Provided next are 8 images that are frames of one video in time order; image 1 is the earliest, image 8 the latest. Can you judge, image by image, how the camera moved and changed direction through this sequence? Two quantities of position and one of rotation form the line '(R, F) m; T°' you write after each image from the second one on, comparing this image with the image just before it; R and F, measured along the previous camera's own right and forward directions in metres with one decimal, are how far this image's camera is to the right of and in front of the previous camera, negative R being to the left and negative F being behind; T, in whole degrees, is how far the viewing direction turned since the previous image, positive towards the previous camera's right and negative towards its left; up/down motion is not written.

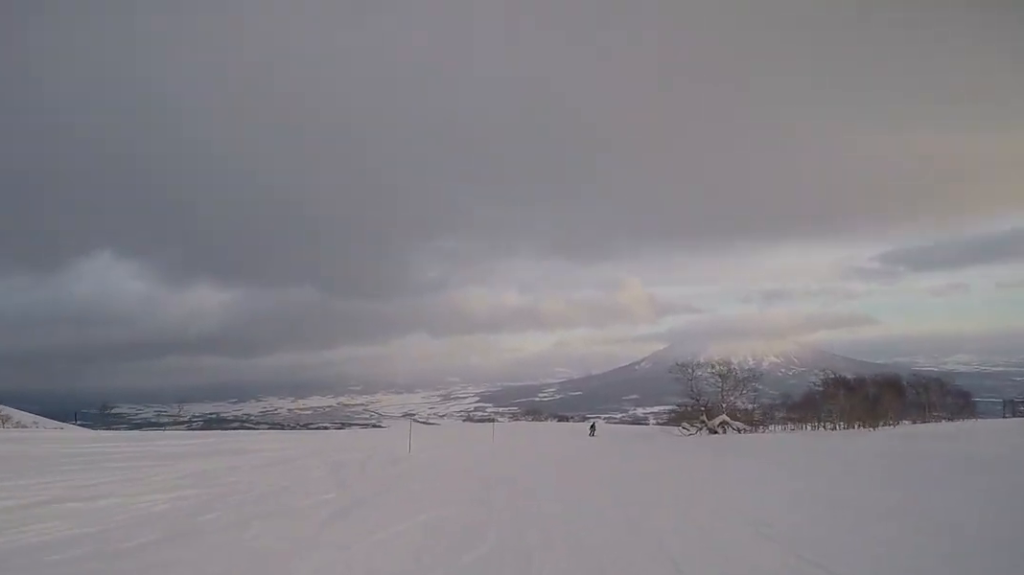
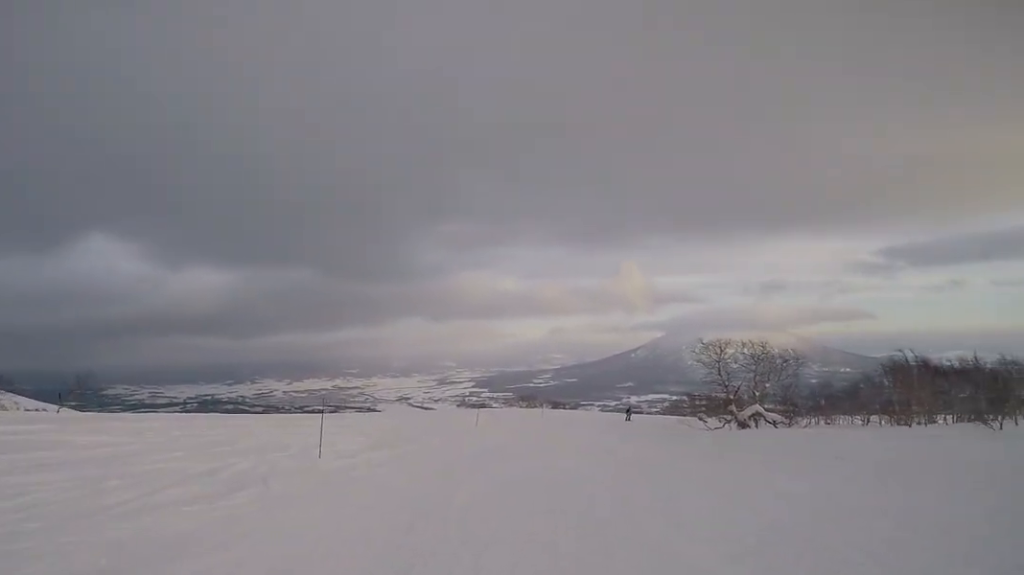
(0.0, +8.2) m; 0°
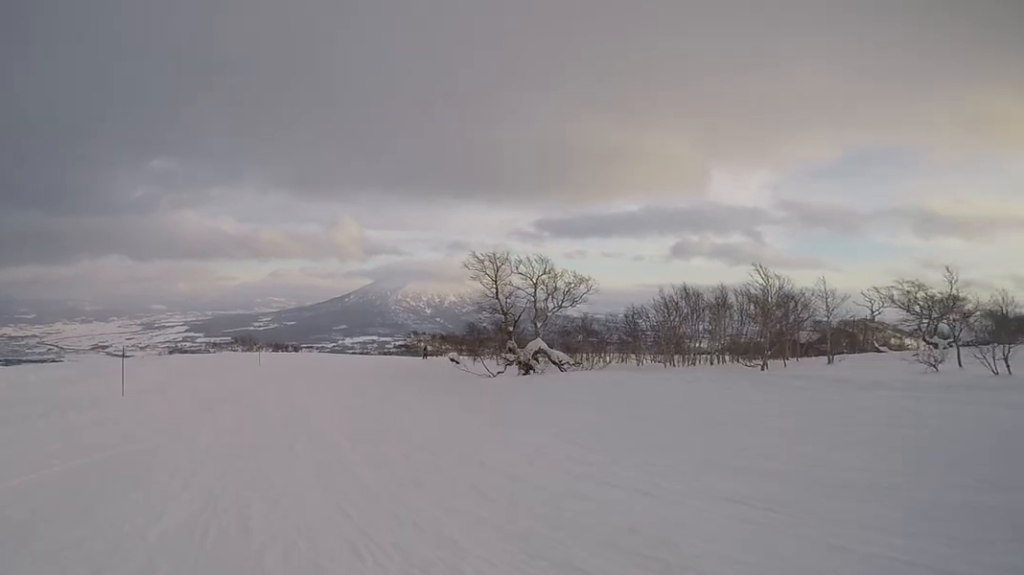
(+0.3, +15.1) m; +7°
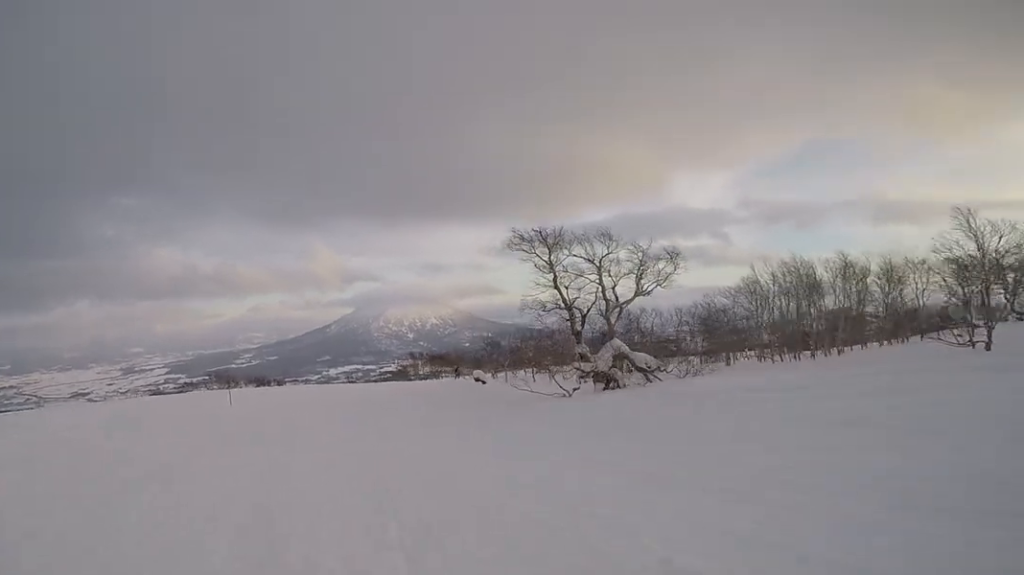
(+0.7, +7.7) m; +8°
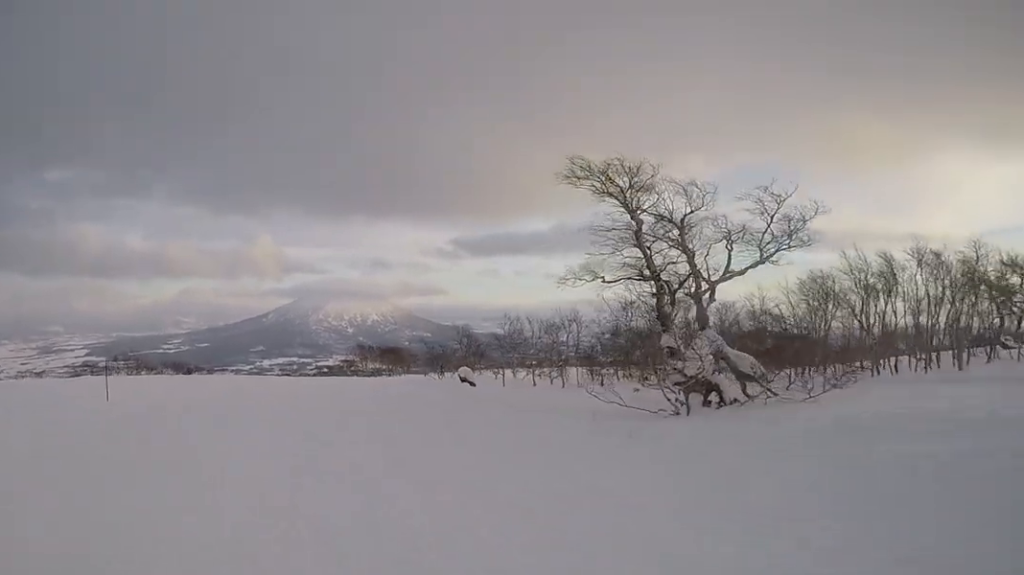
(+0.5, +7.7) m; +4°
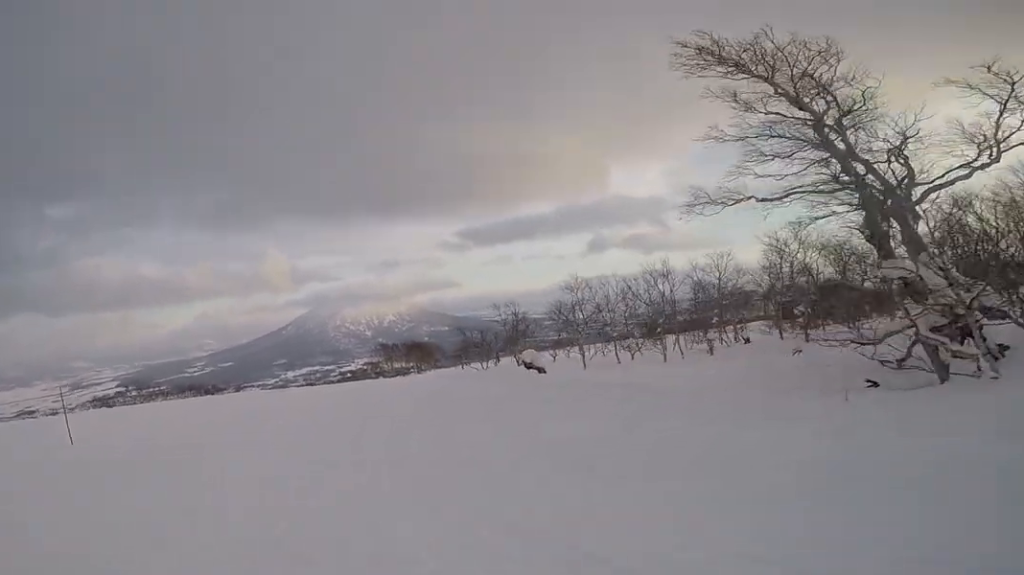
(0.0, +4.7) m; 0°
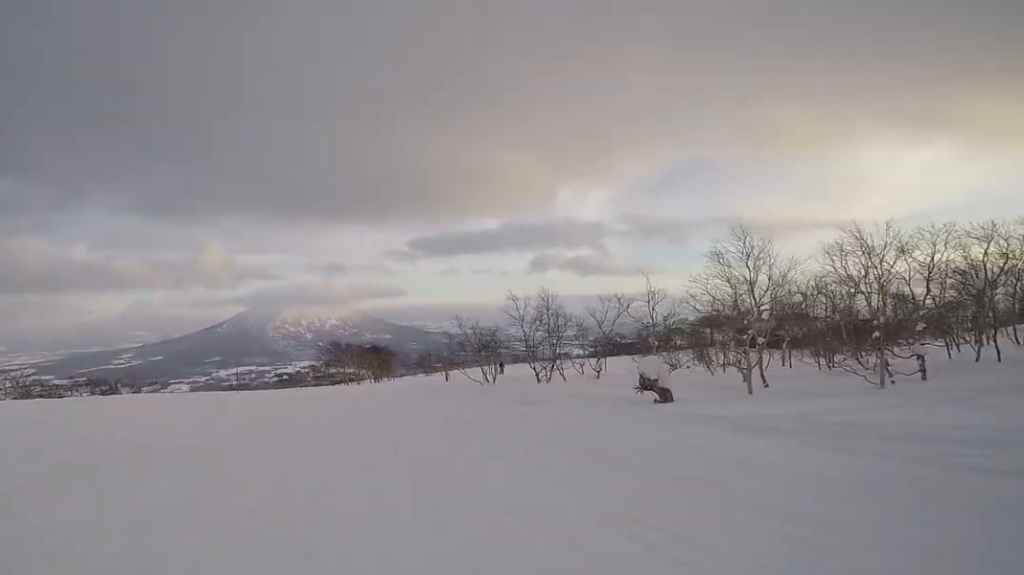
(0.0, +8.6) m; +3°
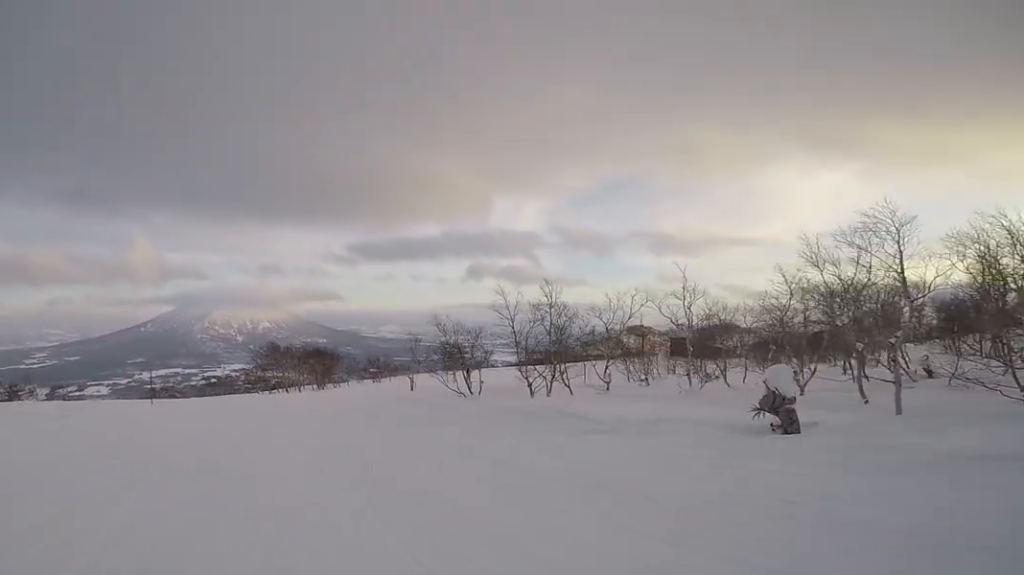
(+0.1, +4.0) m; +5°
